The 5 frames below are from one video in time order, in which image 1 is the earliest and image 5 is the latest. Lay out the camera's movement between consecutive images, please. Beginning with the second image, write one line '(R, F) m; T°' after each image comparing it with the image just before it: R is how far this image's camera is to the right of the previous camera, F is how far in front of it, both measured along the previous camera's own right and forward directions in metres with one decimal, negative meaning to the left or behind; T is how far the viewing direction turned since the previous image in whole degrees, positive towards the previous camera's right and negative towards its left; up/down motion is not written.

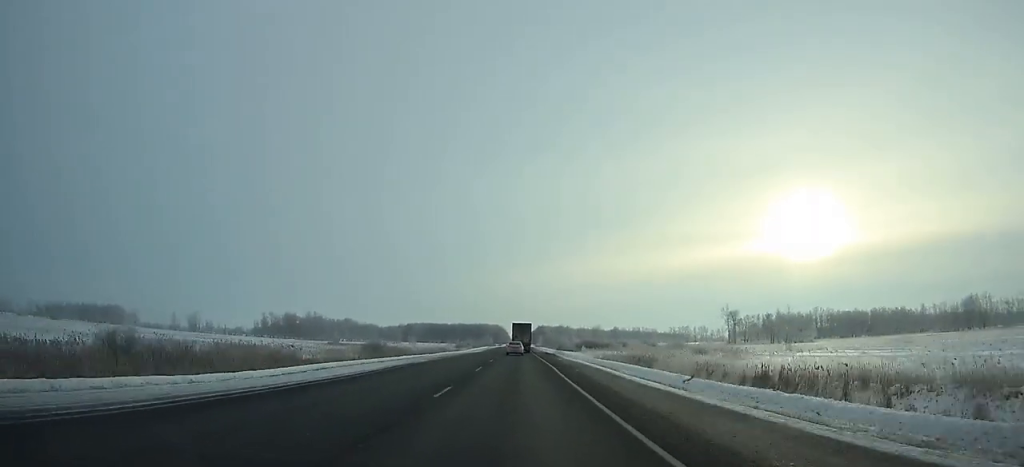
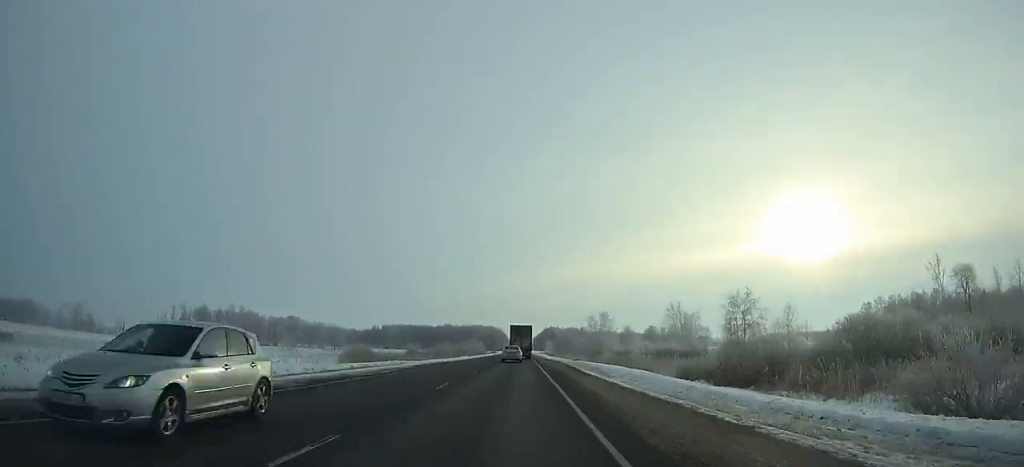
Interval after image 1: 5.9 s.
(-0.3, +139.5) m; 0°
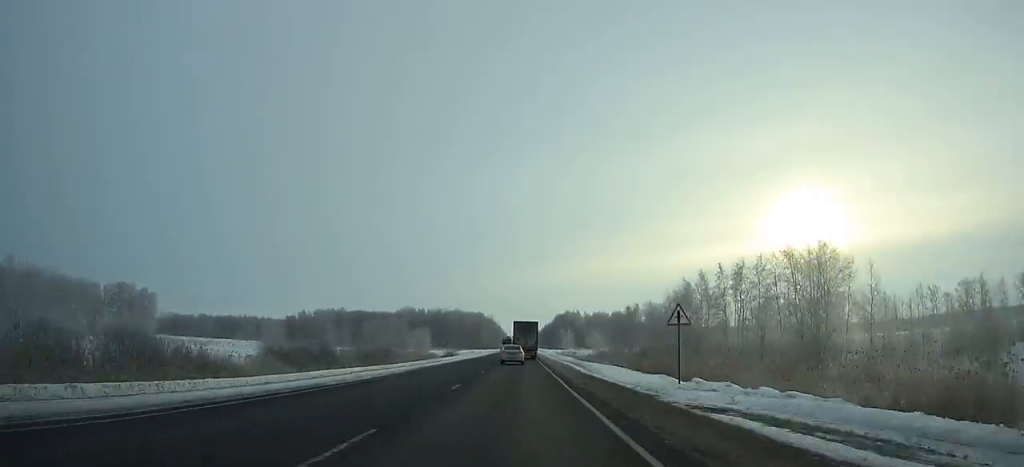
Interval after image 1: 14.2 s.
(0.0, +186.2) m; 0°
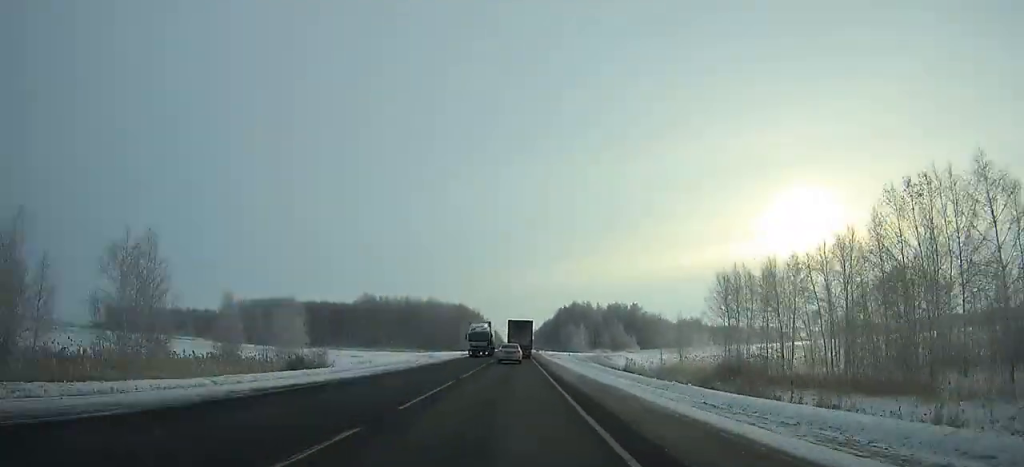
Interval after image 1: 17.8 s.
(+0.1, +78.5) m; 0°
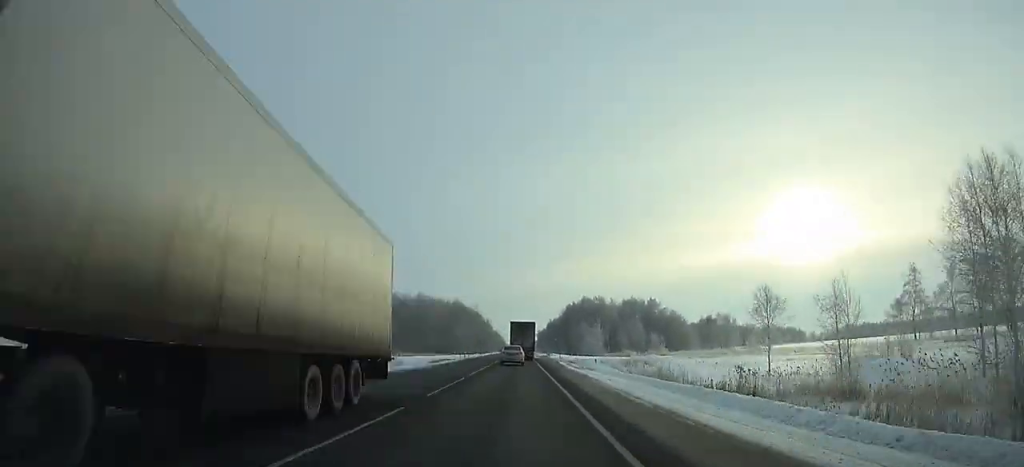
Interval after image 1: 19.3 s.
(-0.1, +32.6) m; 0°
